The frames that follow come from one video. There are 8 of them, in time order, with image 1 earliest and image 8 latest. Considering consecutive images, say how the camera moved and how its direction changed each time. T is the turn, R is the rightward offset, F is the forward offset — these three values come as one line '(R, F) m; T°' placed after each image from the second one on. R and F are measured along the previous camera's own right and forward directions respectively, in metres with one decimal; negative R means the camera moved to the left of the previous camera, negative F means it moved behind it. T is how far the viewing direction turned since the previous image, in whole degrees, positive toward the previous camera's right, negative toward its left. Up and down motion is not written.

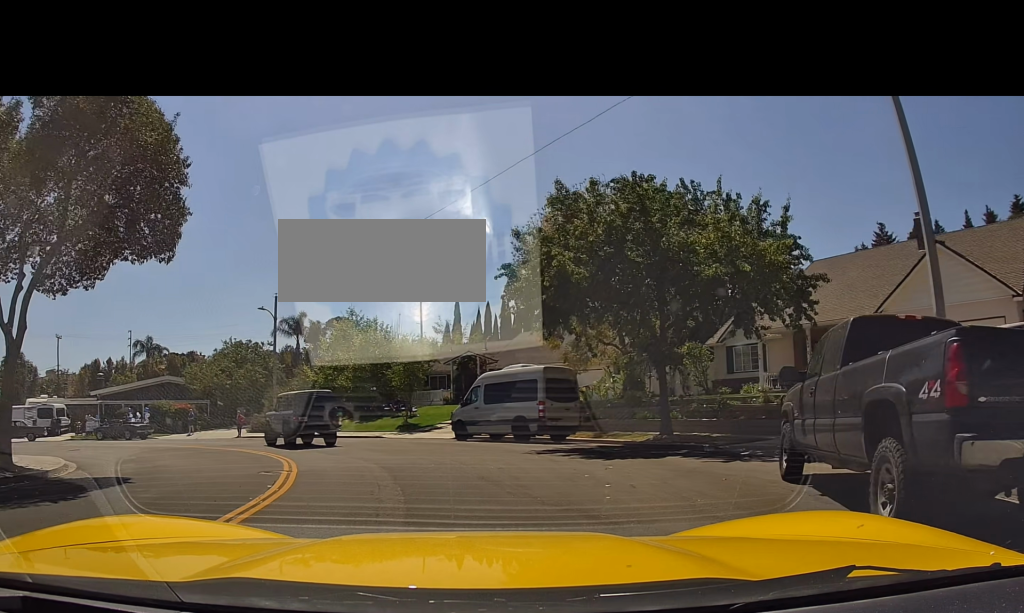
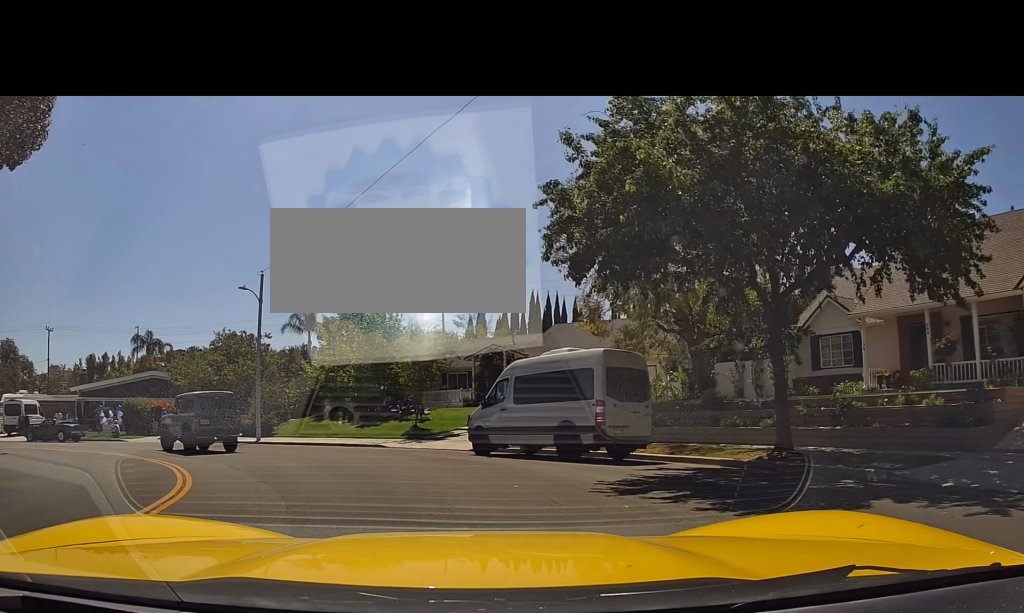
(-0.5, +7.5) m; -9°
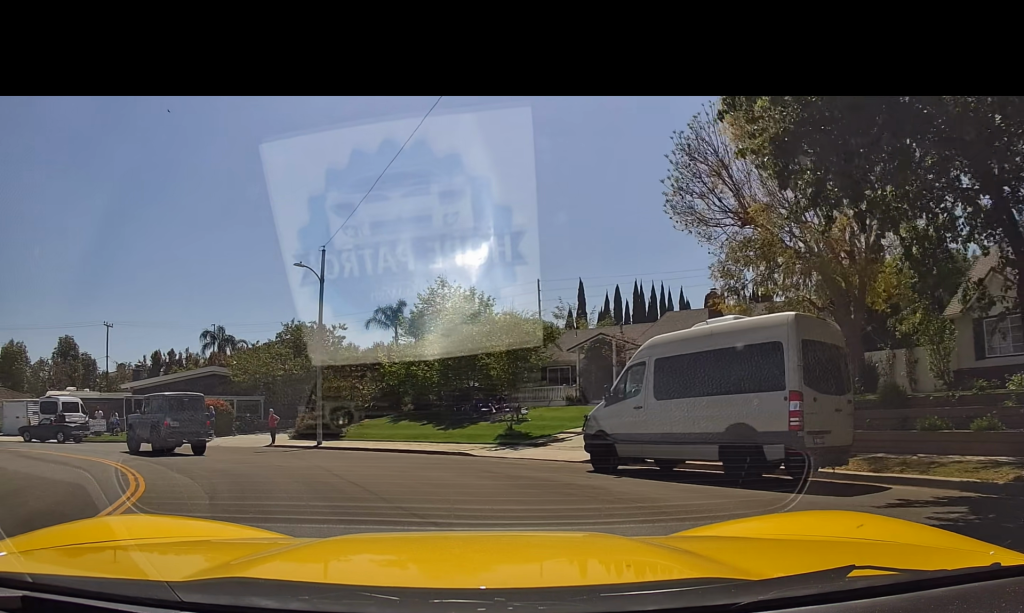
(+0.2, +5.5) m; +1°
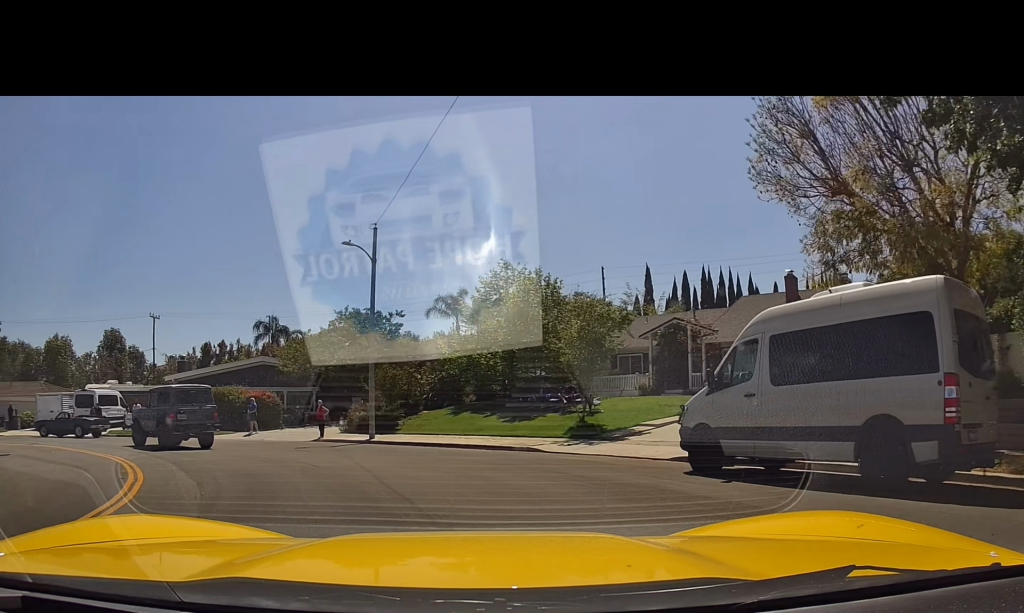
(+0.2, +2.2) m; -4°
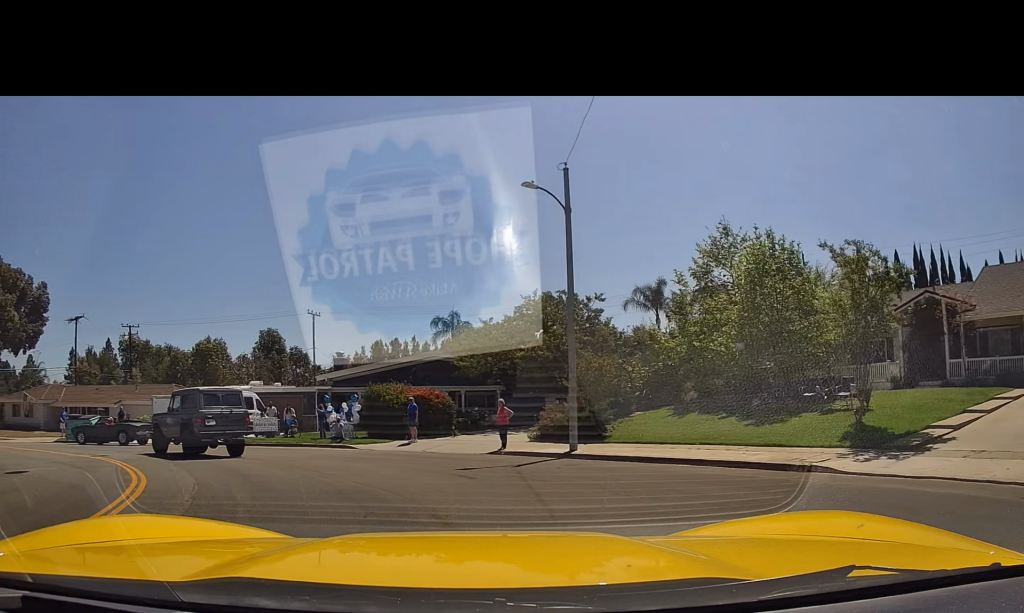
(-1.1, +6.2) m; -17°
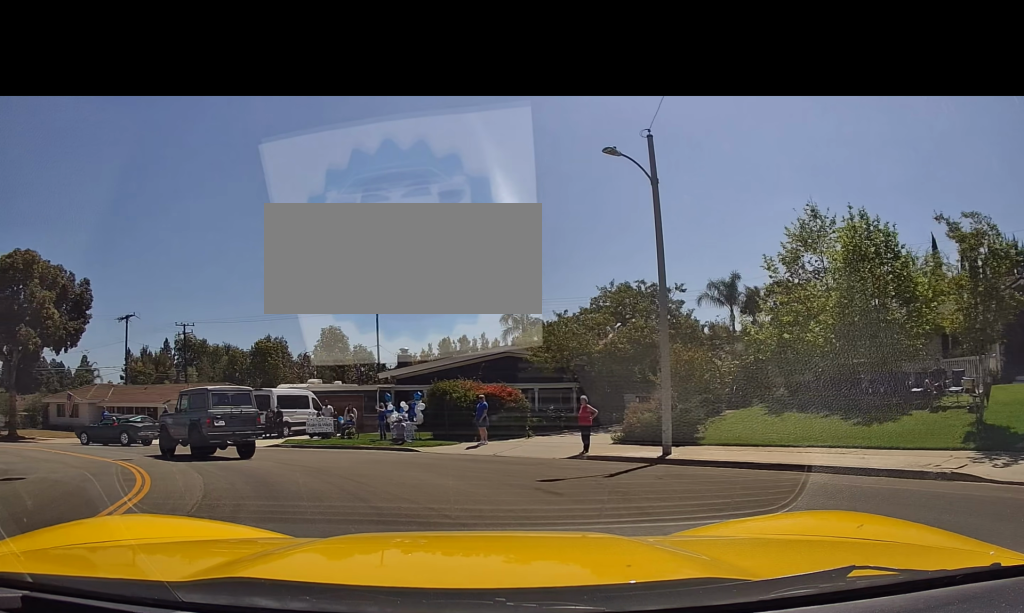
(-0.3, +2.4) m; -14°
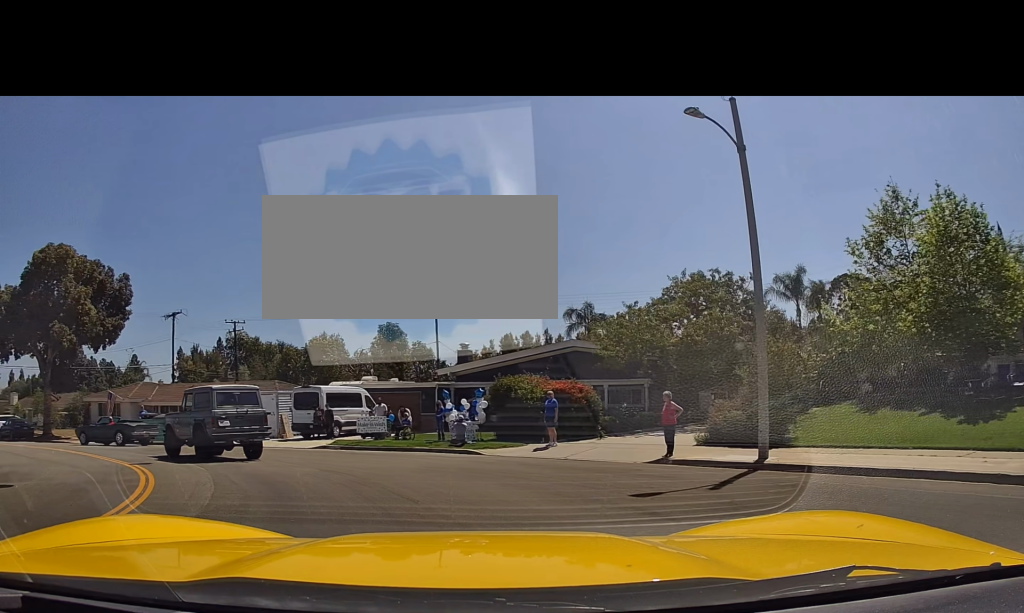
(-0.1, +2.1) m; -9°
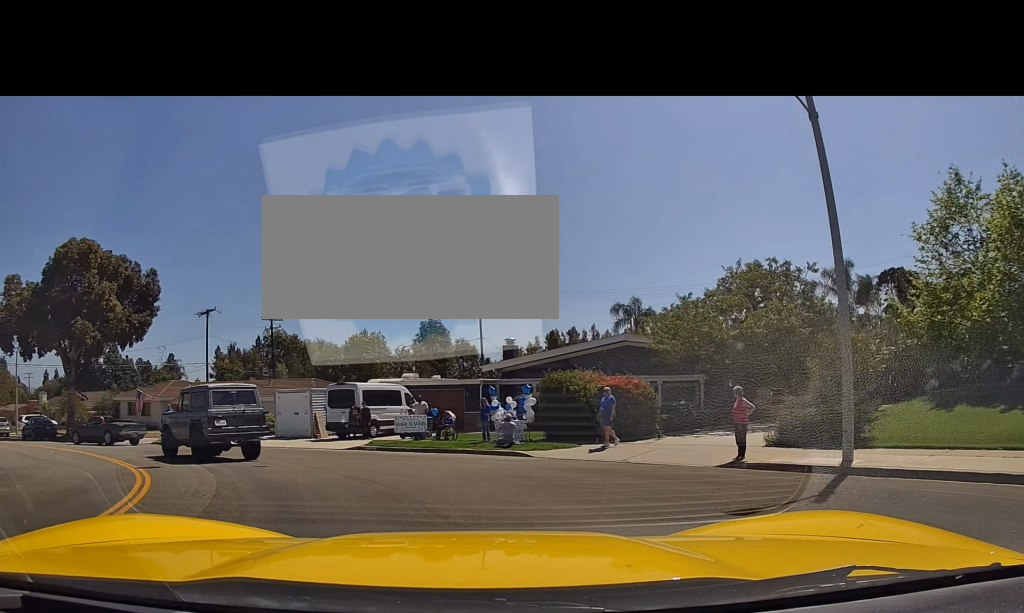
(-0.5, +1.7) m; +3°
